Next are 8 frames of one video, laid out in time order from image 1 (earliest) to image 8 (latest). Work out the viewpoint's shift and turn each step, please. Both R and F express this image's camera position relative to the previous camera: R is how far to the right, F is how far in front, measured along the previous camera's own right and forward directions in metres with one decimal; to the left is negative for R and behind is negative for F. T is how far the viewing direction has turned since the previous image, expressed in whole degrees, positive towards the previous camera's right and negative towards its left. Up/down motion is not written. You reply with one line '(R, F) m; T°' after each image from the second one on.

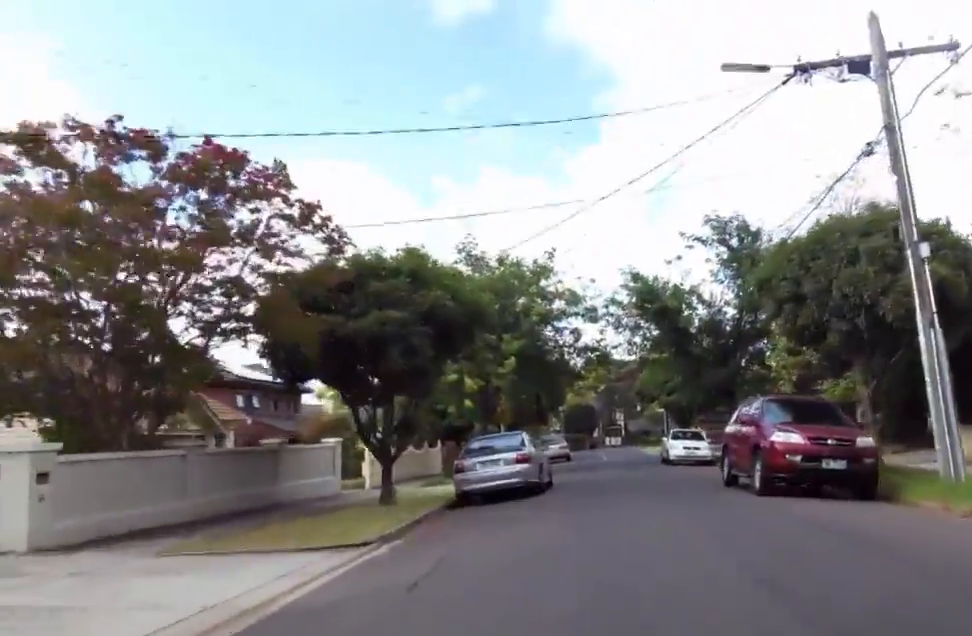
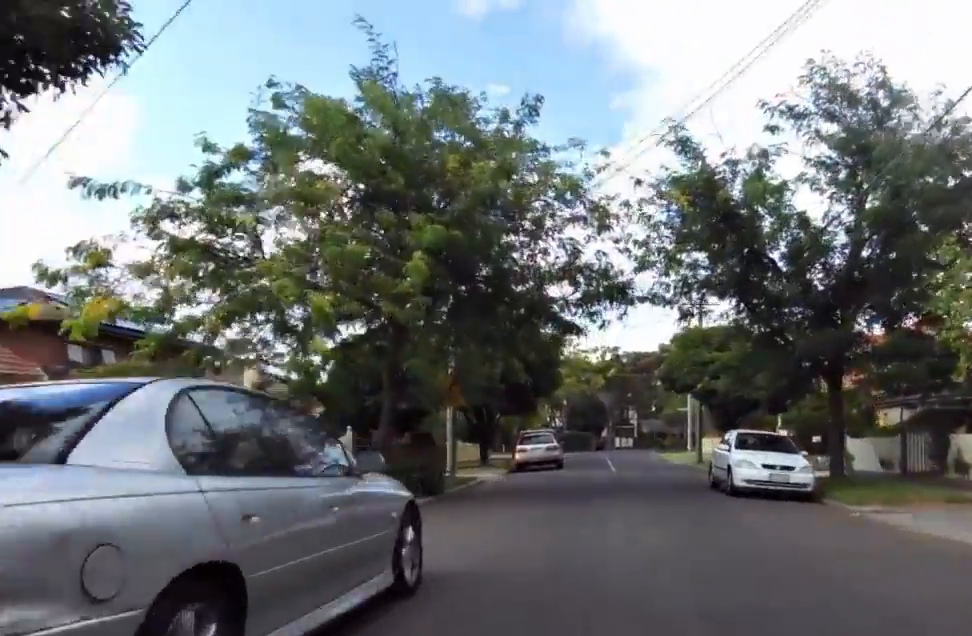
(+1.3, +13.9) m; +6°
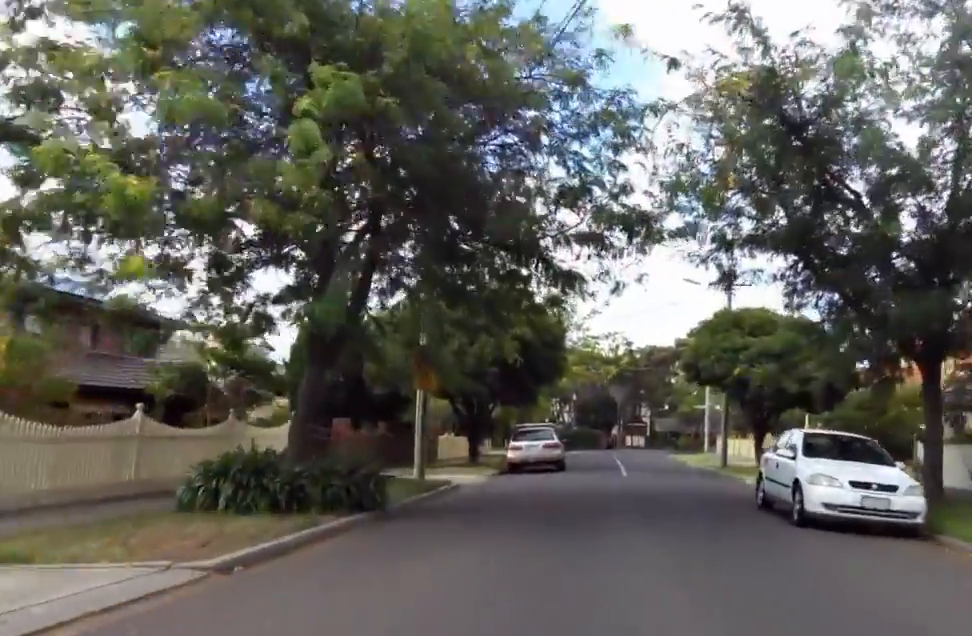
(-0.4, +4.8) m; 0°
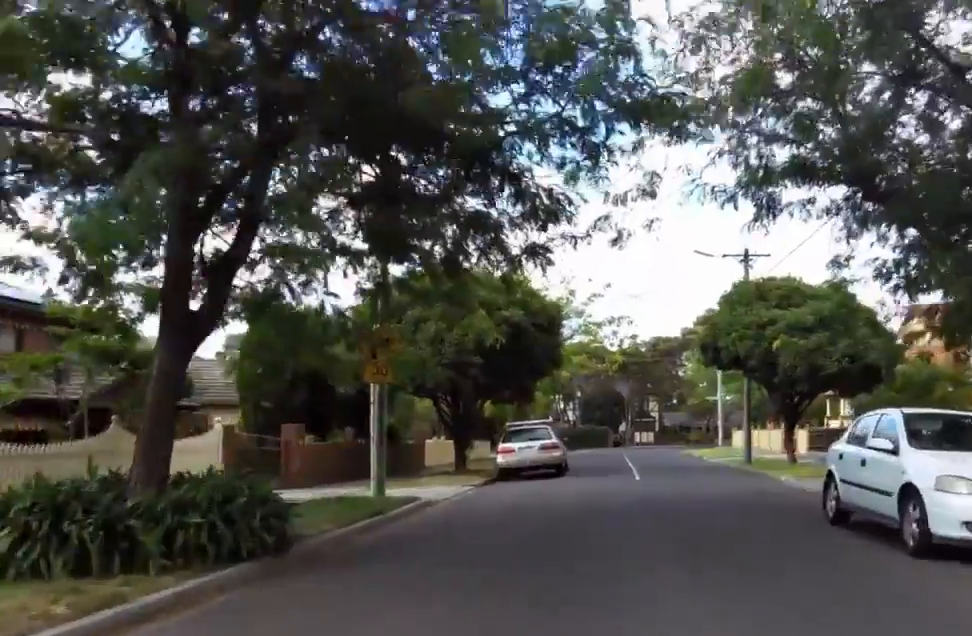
(-0.2, +3.7) m; 0°
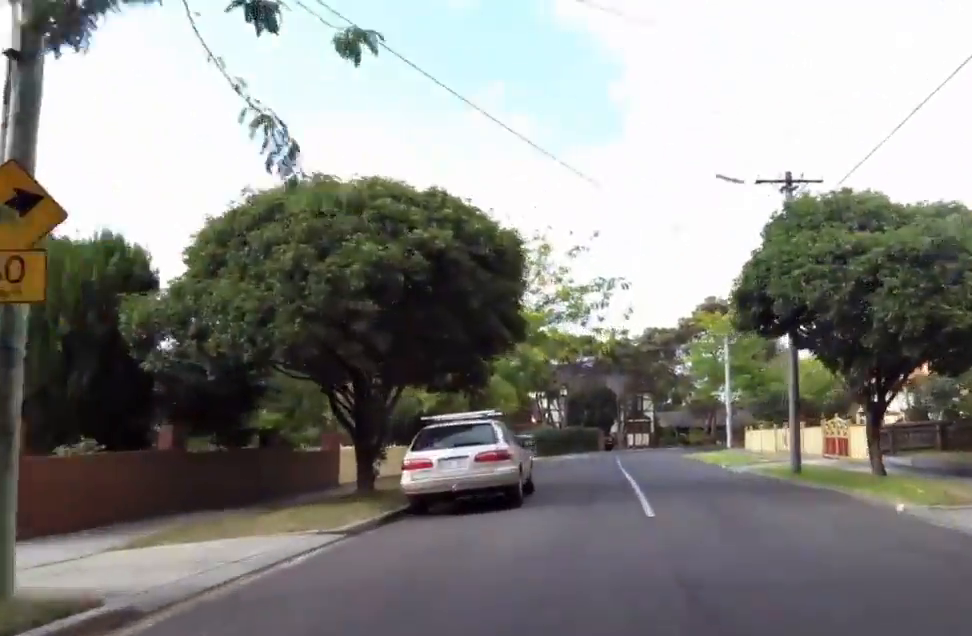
(+0.6, +8.6) m; -2°
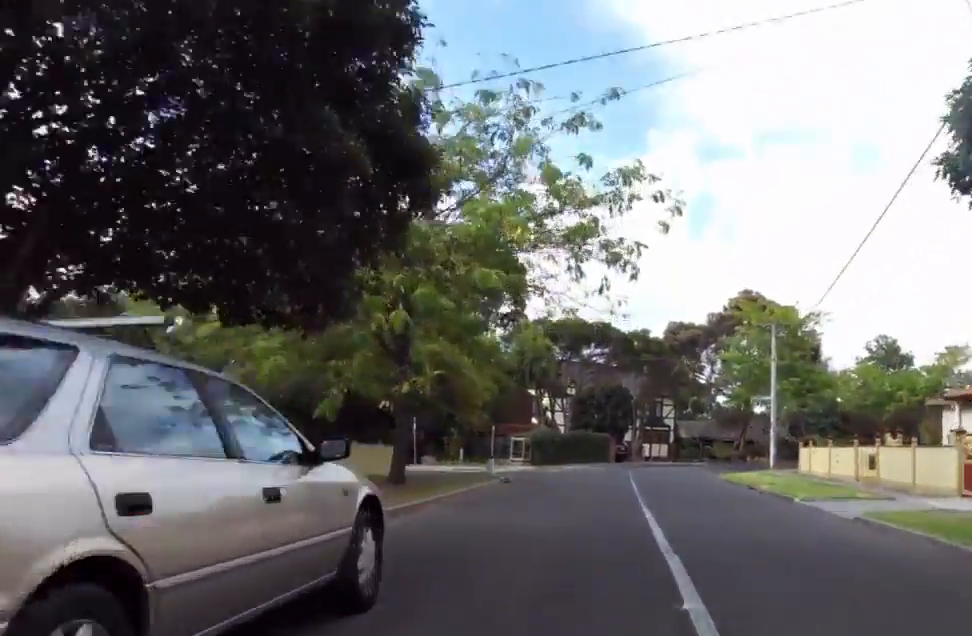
(-0.8, +10.3) m; 0°
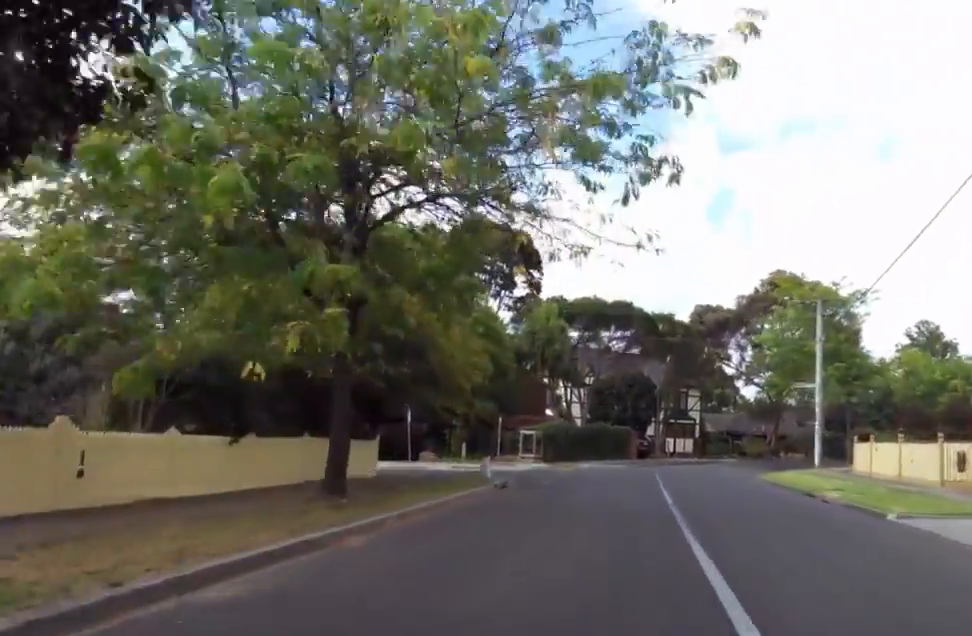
(+0.6, +5.0) m; 0°
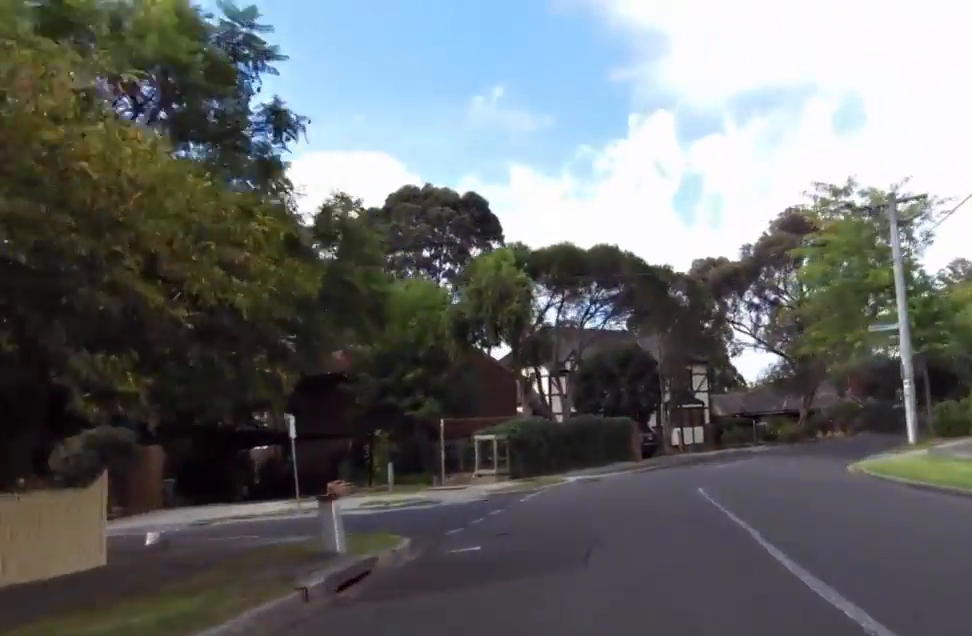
(-0.9, +11.5) m; -6°
